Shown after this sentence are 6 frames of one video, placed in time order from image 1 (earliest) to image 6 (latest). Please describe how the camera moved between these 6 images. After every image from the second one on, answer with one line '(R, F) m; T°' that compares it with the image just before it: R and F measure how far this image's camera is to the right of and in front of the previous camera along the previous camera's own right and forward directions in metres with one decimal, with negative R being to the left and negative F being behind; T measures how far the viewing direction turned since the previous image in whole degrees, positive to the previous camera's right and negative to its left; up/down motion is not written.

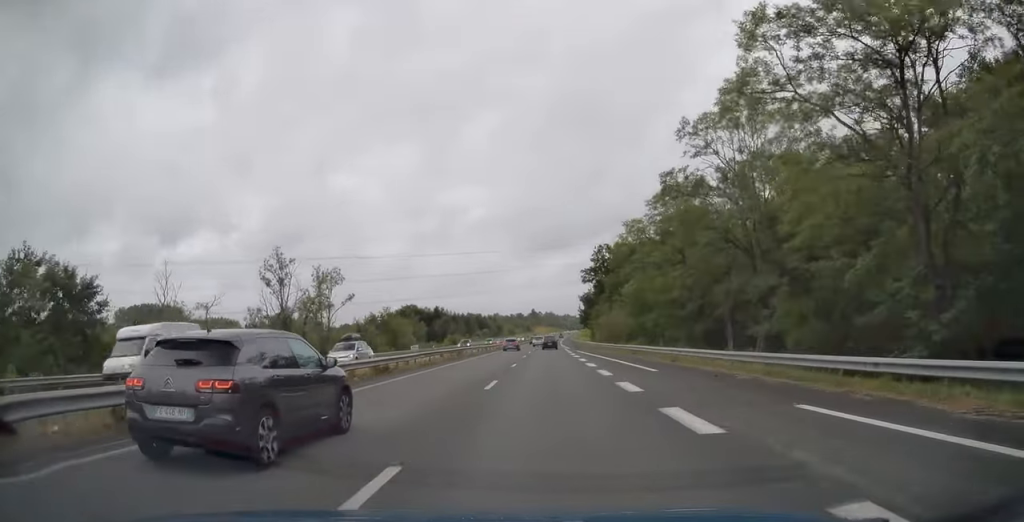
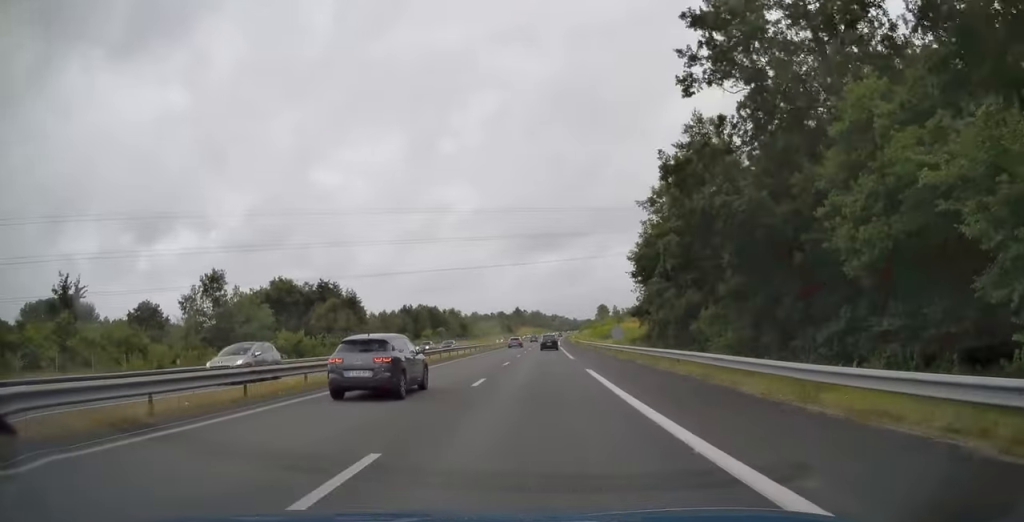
(+1.2, +90.2) m; +1°
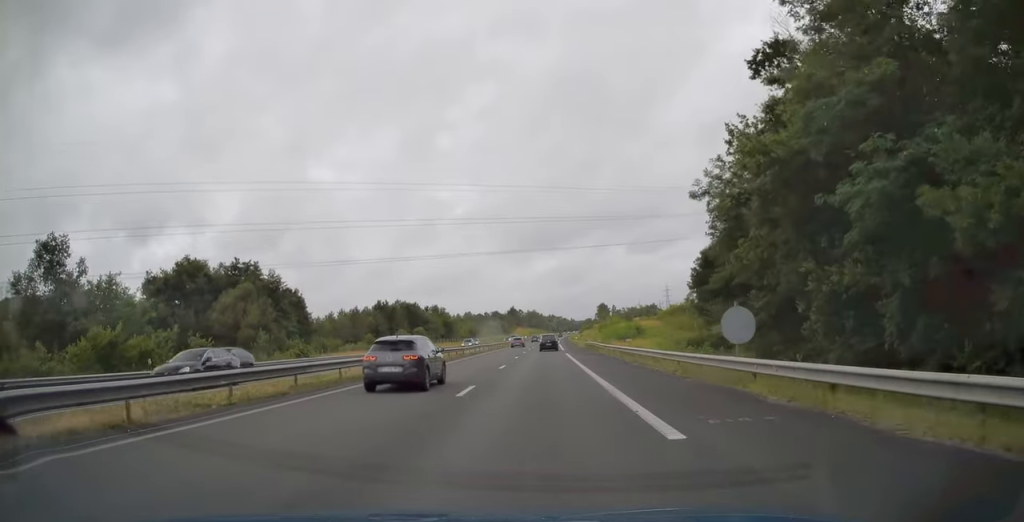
(0.0, +28.5) m; 0°
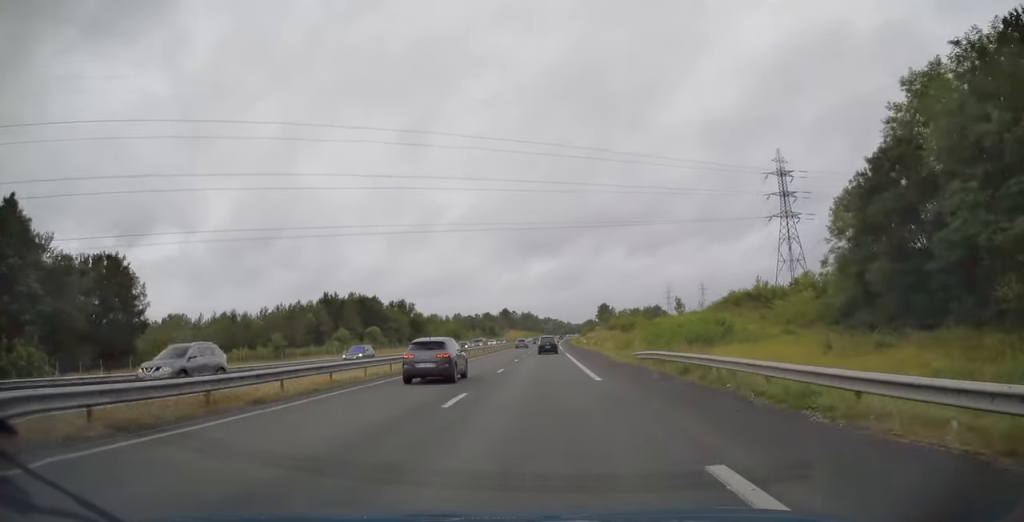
(+0.1, +41.0) m; +1°
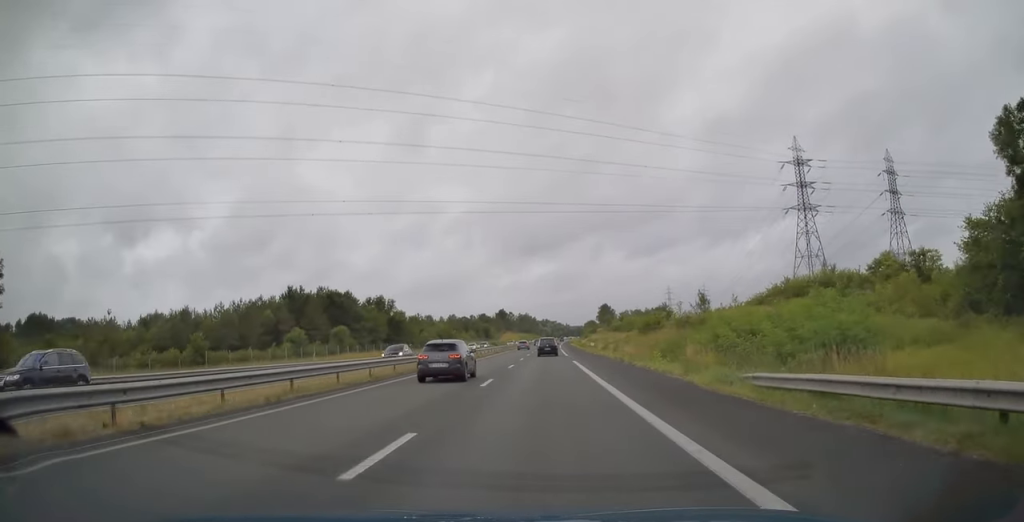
(+0.1, +19.5) m; 0°
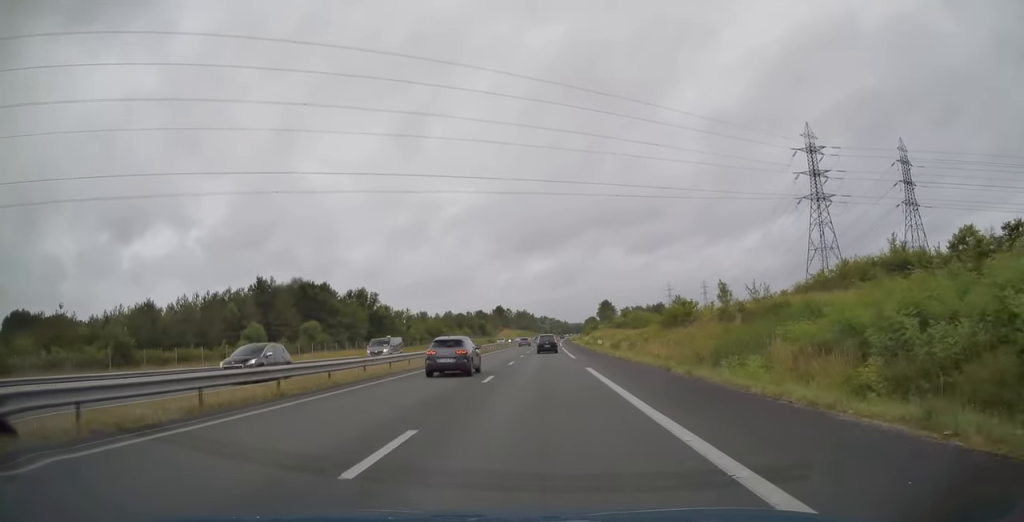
(0.0, +13.0) m; 0°
